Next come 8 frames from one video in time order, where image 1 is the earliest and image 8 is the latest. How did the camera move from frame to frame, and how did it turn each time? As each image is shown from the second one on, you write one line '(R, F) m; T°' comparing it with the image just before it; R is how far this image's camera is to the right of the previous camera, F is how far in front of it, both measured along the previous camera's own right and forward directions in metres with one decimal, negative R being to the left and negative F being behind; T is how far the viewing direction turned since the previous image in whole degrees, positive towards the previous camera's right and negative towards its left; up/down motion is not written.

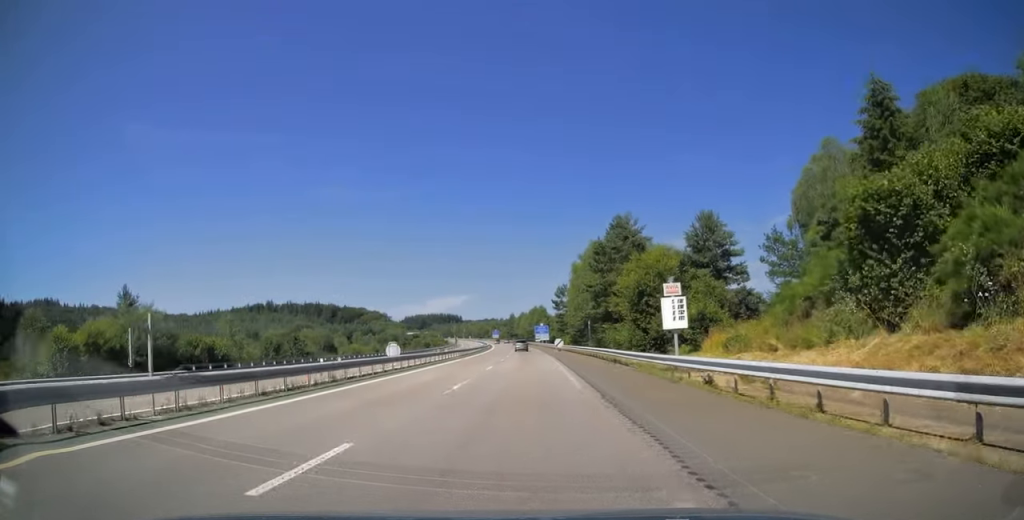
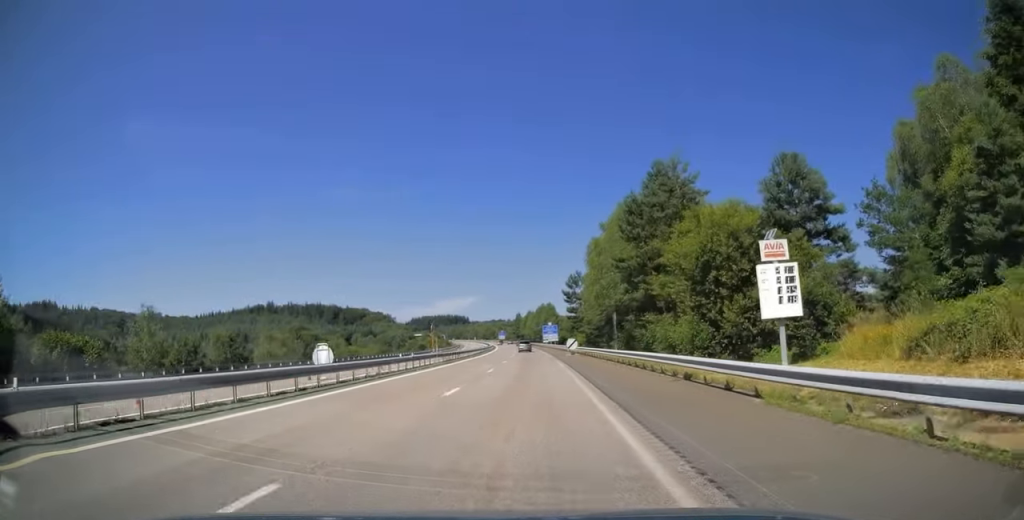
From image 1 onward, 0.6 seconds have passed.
(0.0, +15.6) m; -1°
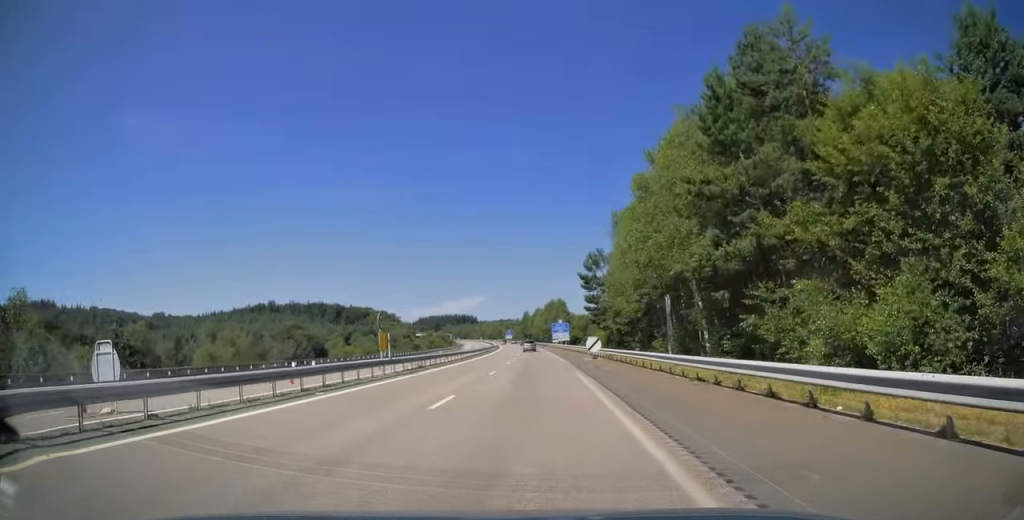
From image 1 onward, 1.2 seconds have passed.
(-0.2, +15.0) m; -1°
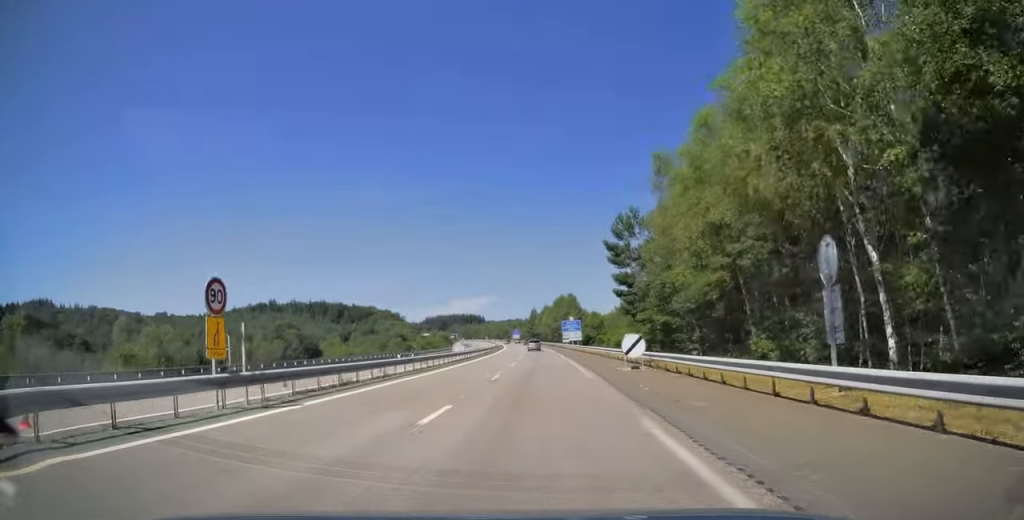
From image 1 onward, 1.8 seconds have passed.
(-0.1, +14.2) m; -1°
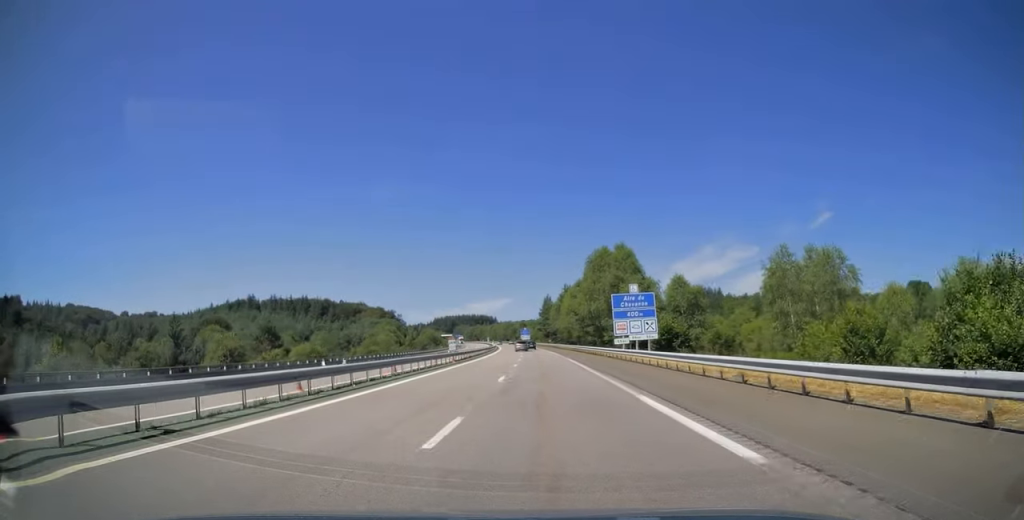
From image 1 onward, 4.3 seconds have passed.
(-1.0, +58.5) m; -2°
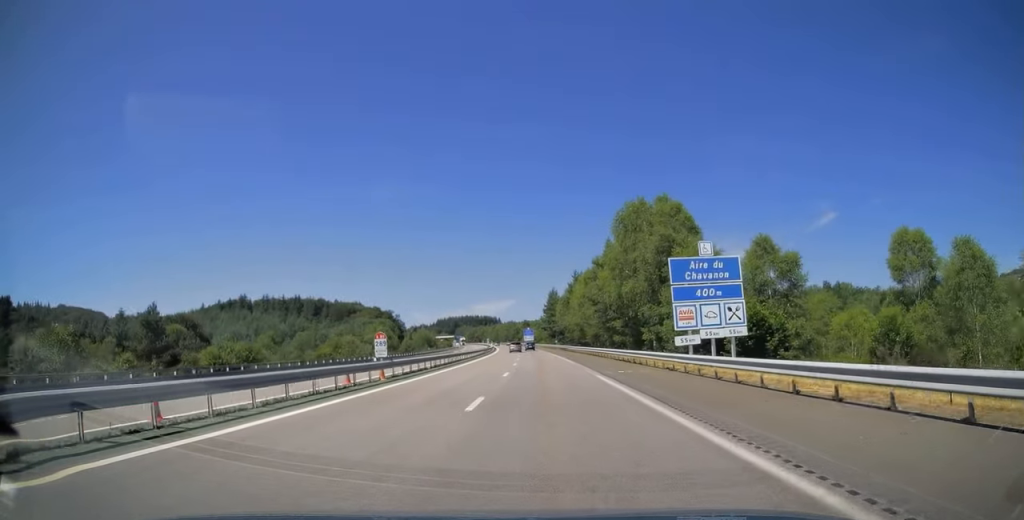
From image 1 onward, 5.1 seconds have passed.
(-0.1, +18.6) m; -1°
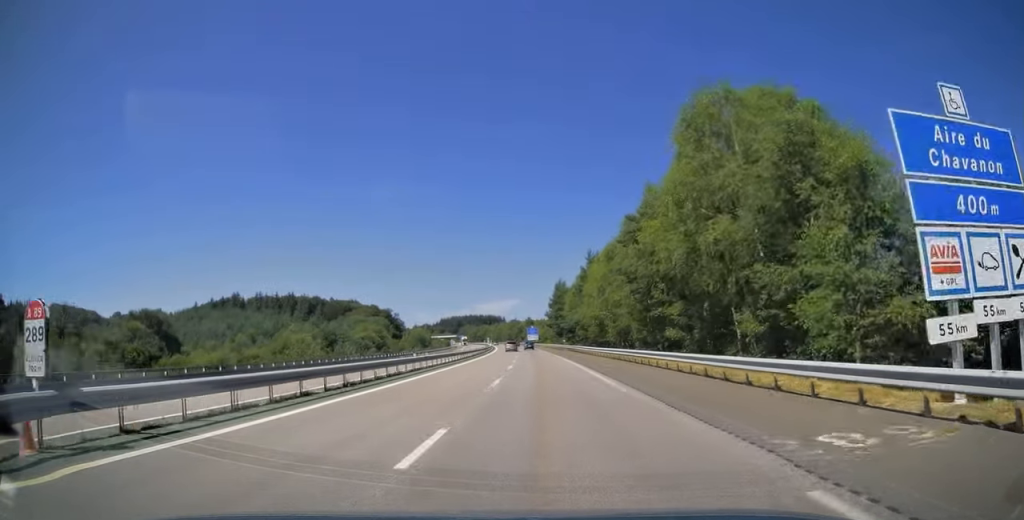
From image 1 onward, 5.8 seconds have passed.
(0.0, +17.0) m; -1°
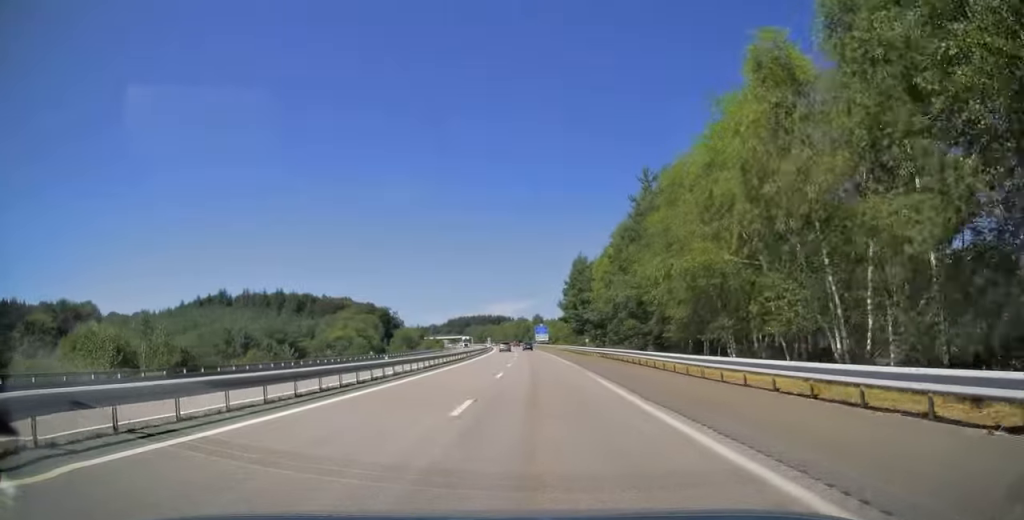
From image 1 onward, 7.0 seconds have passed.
(-0.3, +31.9) m; -1°
